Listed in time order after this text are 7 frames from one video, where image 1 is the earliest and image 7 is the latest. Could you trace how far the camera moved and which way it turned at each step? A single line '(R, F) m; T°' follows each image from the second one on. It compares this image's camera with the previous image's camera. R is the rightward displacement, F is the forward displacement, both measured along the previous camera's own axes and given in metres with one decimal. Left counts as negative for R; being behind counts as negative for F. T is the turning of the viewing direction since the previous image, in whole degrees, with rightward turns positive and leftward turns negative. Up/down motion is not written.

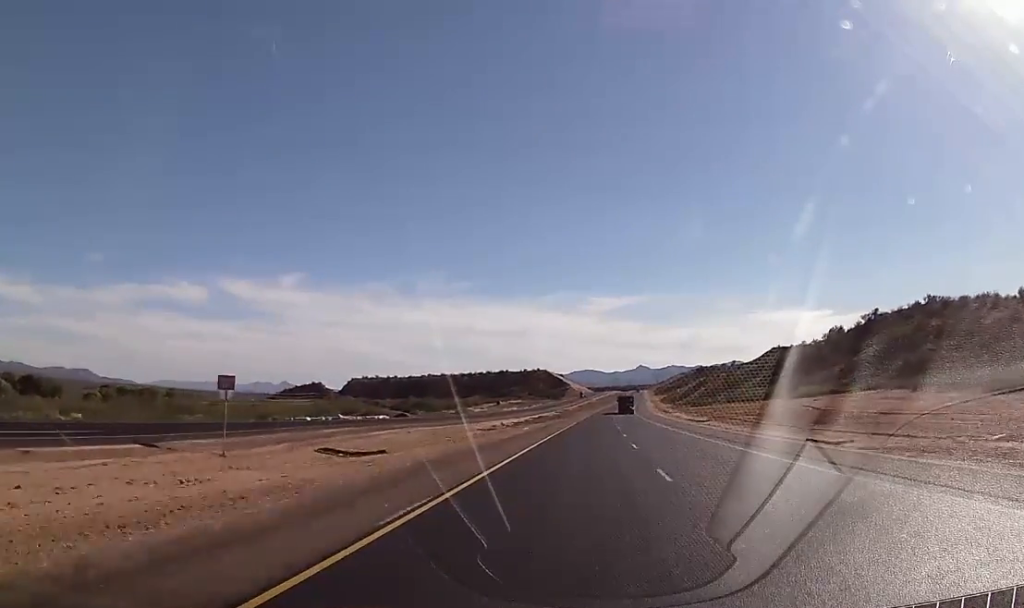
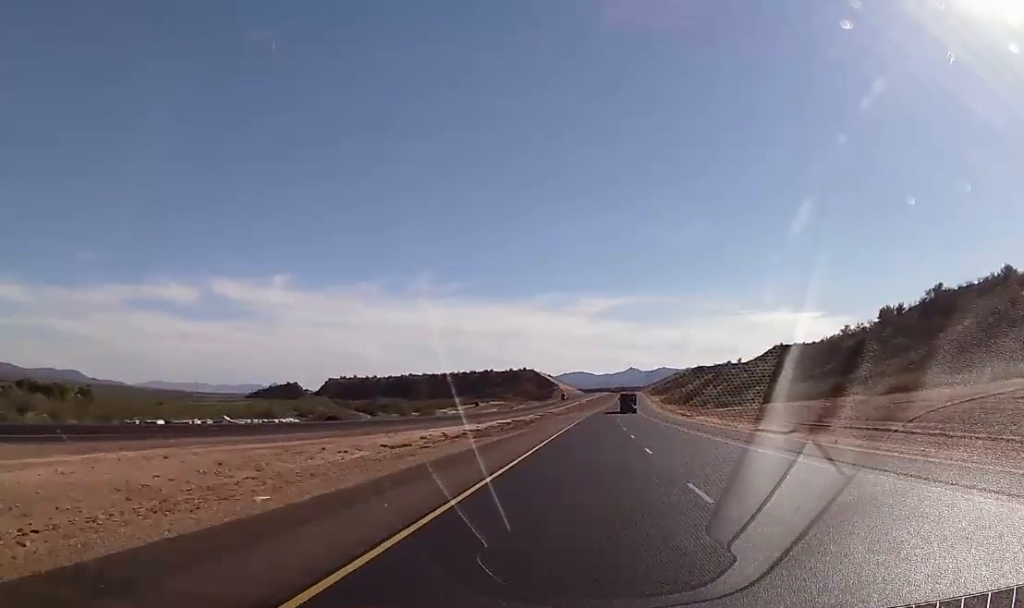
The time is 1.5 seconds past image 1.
(+0.8, +52.1) m; +1°
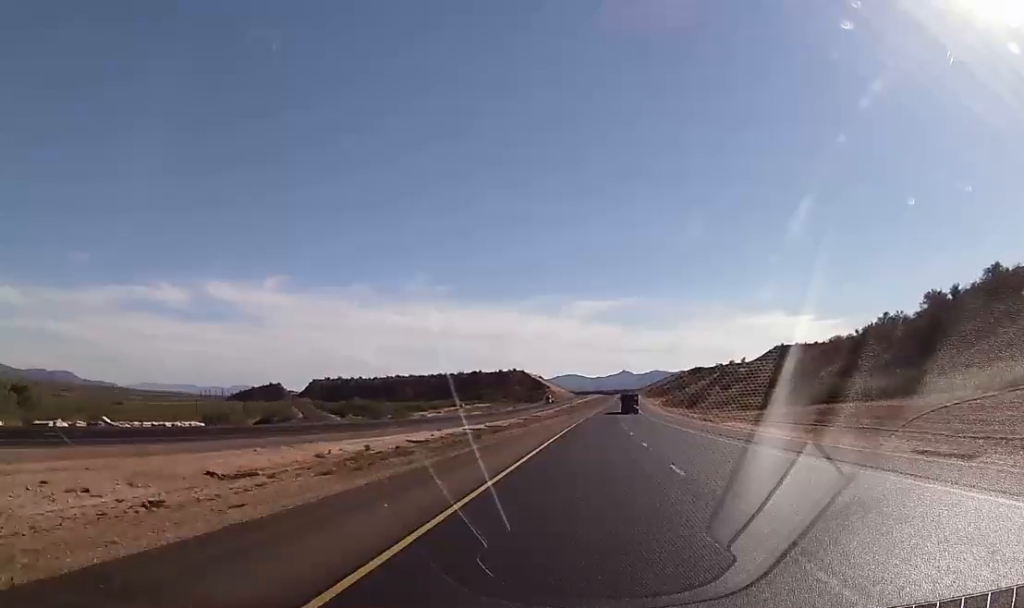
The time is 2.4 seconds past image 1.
(+0.1, +31.8) m; 0°
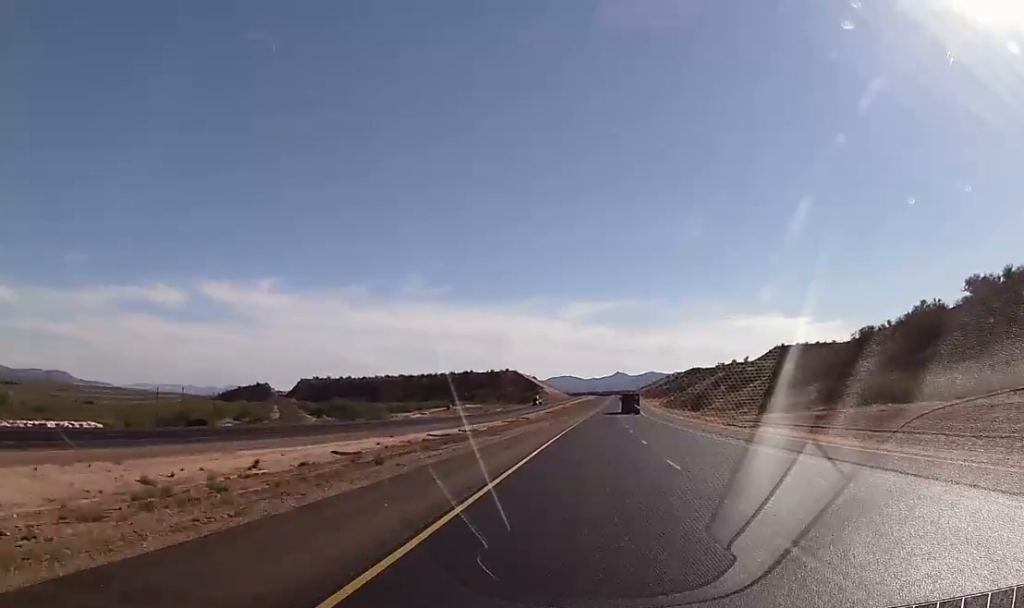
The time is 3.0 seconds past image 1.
(+0.2, +21.2) m; 0°
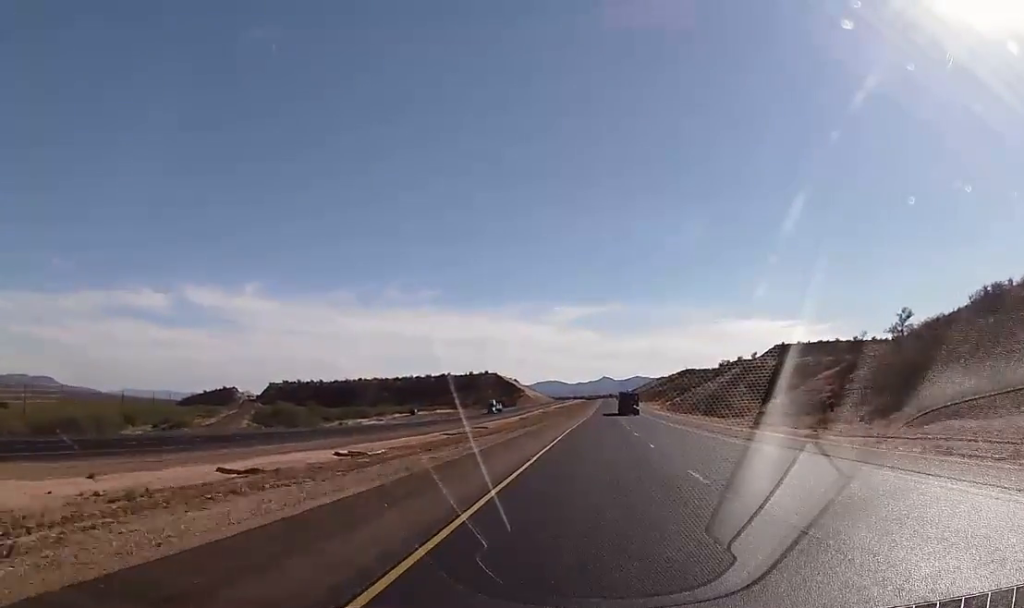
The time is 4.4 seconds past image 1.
(-0.3, +52.0) m; 0°
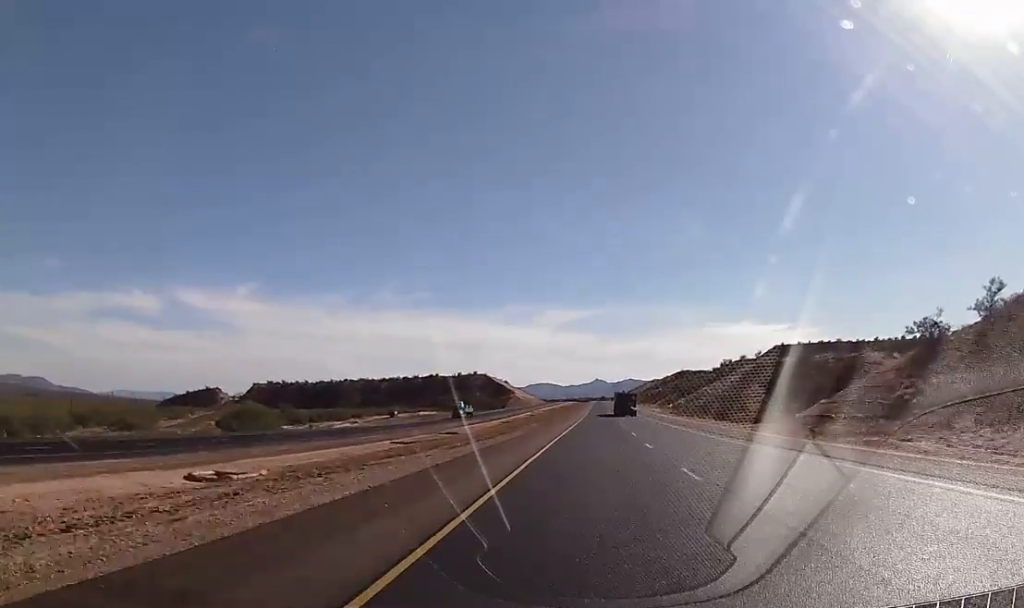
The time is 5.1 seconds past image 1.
(+0.2, +23.7) m; +1°
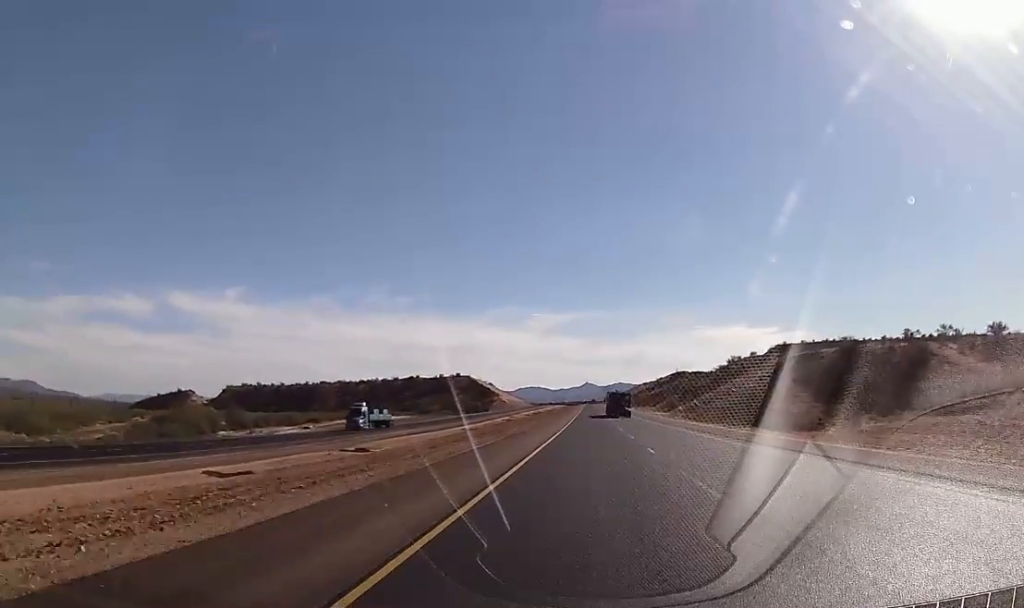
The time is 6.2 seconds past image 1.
(+0.2, +40.1) m; +1°
